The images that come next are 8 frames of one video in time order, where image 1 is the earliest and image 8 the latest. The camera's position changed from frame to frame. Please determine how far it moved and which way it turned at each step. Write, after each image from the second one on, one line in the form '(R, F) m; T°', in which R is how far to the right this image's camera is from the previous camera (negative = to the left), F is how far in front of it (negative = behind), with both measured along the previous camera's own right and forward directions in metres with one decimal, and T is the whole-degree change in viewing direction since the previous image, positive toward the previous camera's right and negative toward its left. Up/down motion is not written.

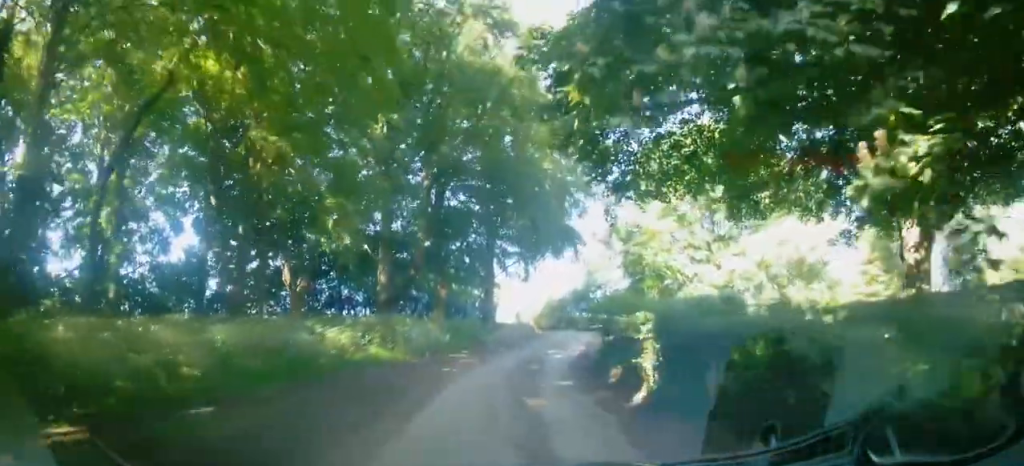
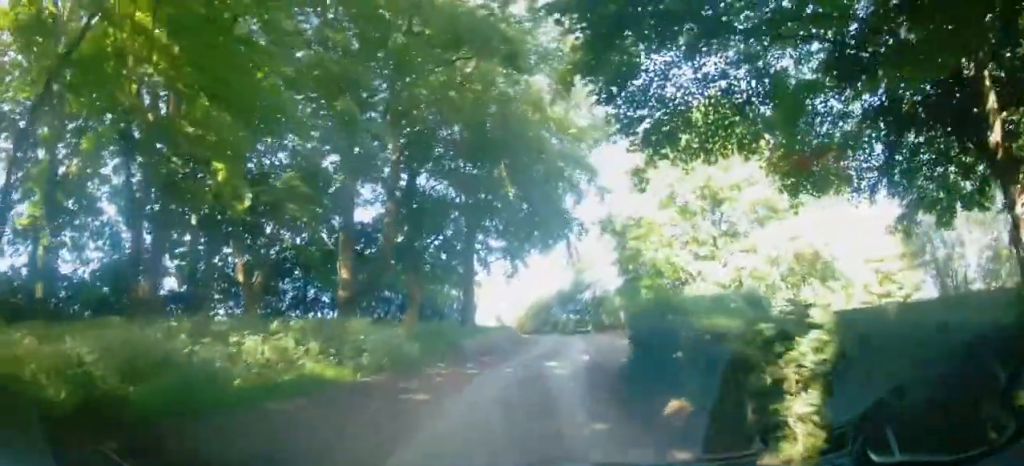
(0.0, +4.6) m; +1°
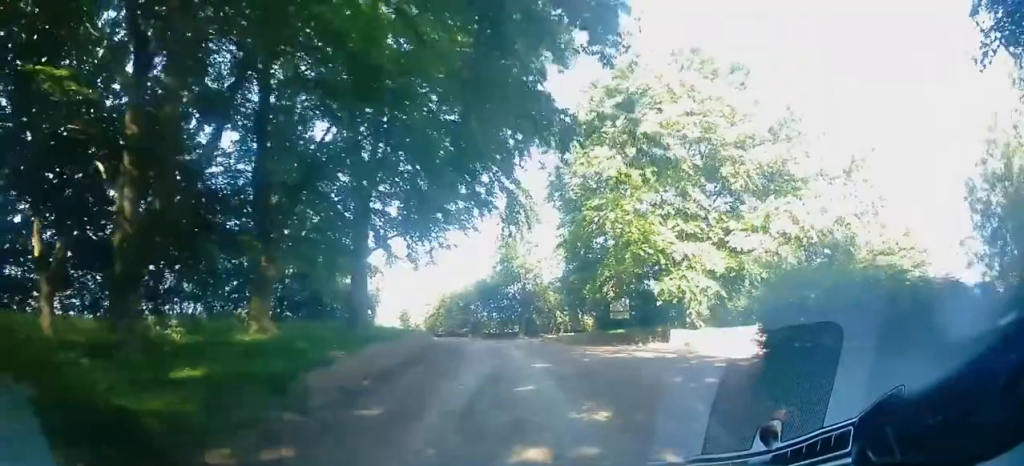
(+0.9, +11.2) m; +14°
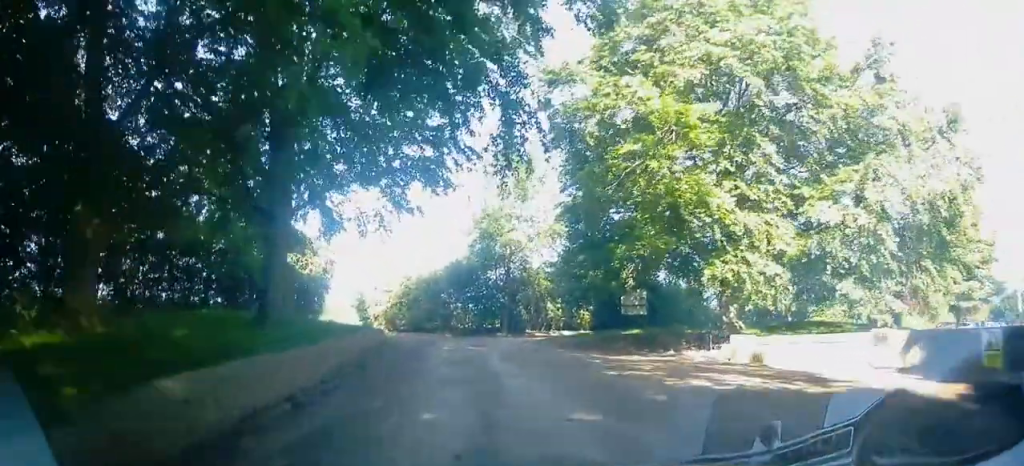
(+1.3, +9.7) m; +10°
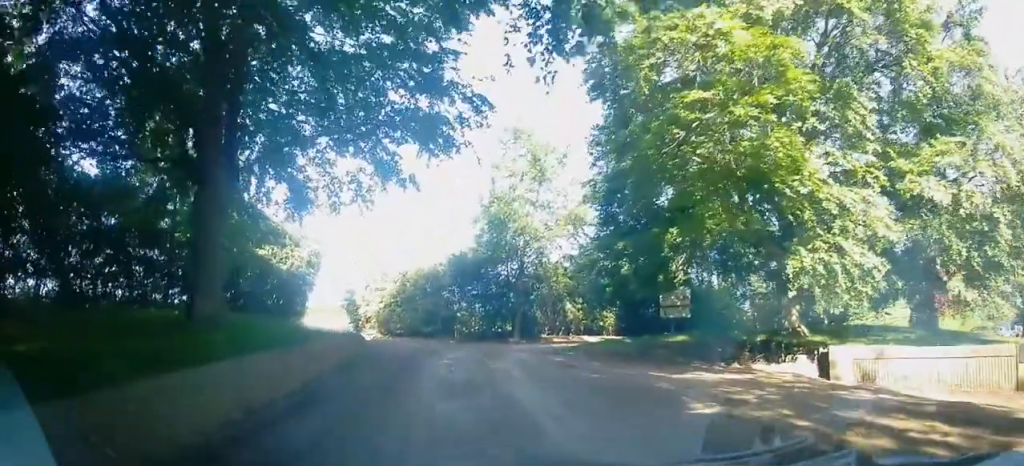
(-0.1, +6.3) m; -2°
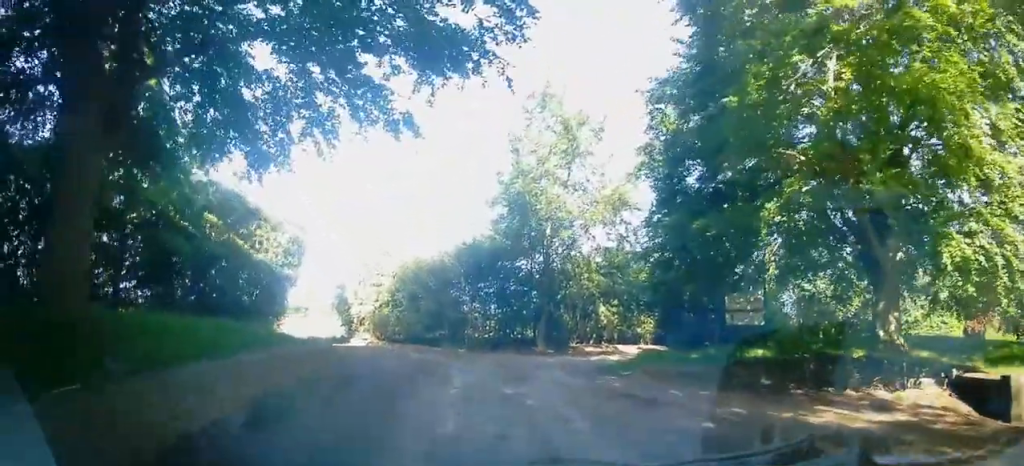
(-0.2, +5.9) m; +1°
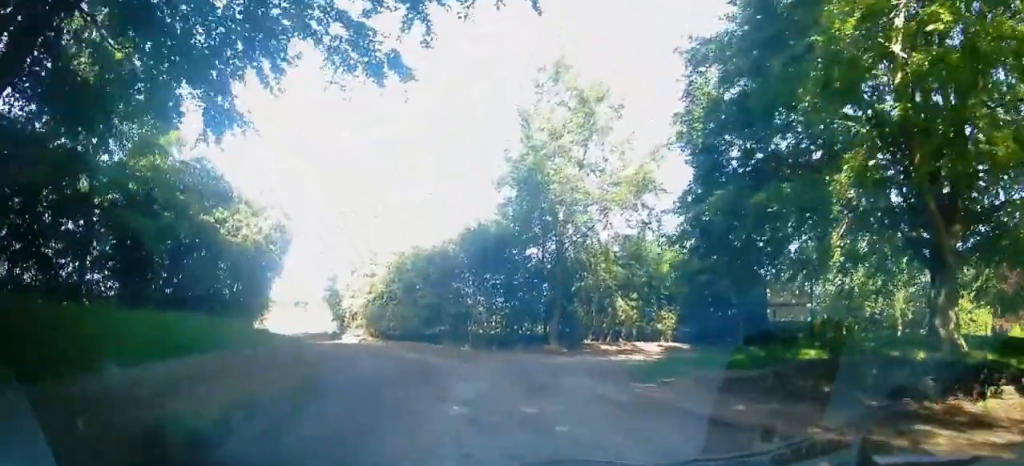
(0.0, +2.4) m; +3°
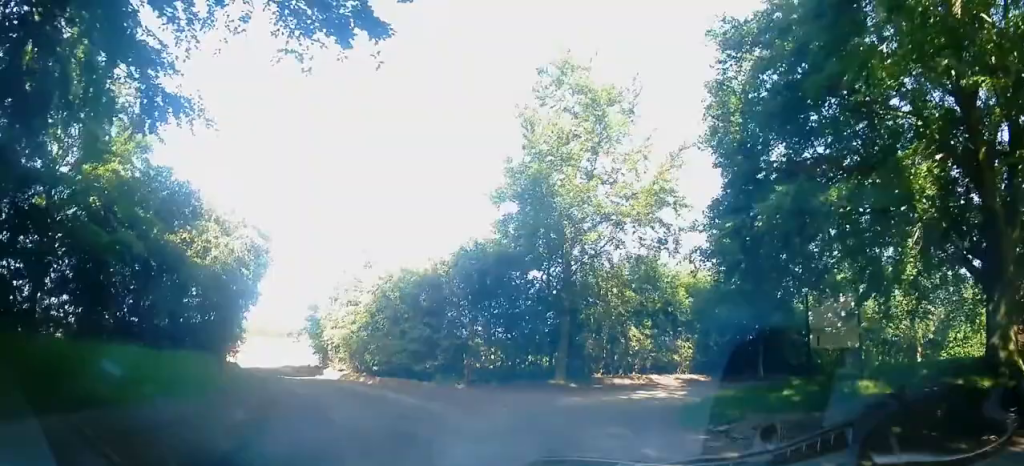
(+0.3, +2.2) m; +1°
